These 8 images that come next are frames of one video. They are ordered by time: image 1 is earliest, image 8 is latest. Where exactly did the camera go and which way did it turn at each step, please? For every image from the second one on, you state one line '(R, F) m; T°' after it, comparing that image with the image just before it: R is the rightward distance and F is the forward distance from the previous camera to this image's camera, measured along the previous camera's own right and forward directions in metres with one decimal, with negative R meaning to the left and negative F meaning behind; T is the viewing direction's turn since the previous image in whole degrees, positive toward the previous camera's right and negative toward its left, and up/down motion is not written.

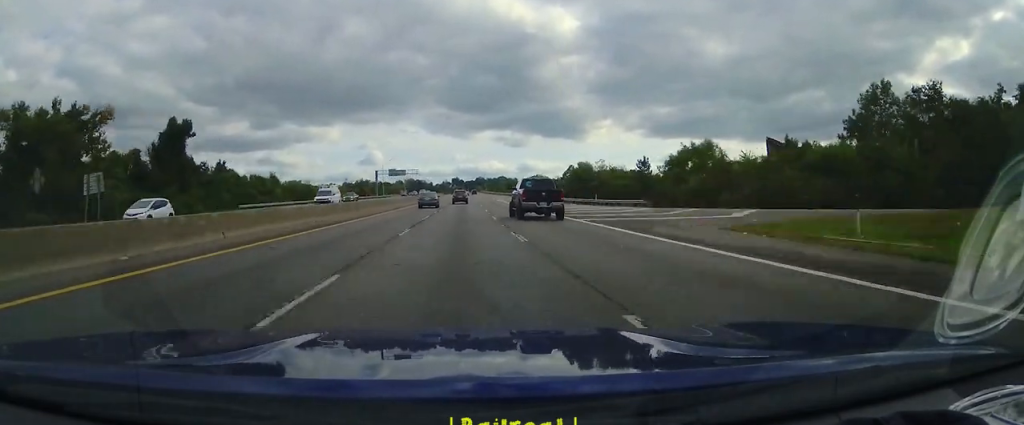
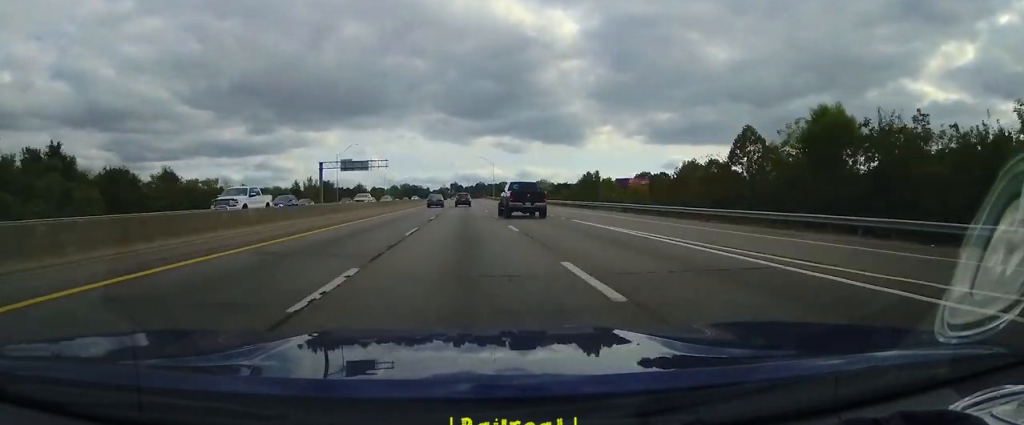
(+0.1, +66.7) m; 0°
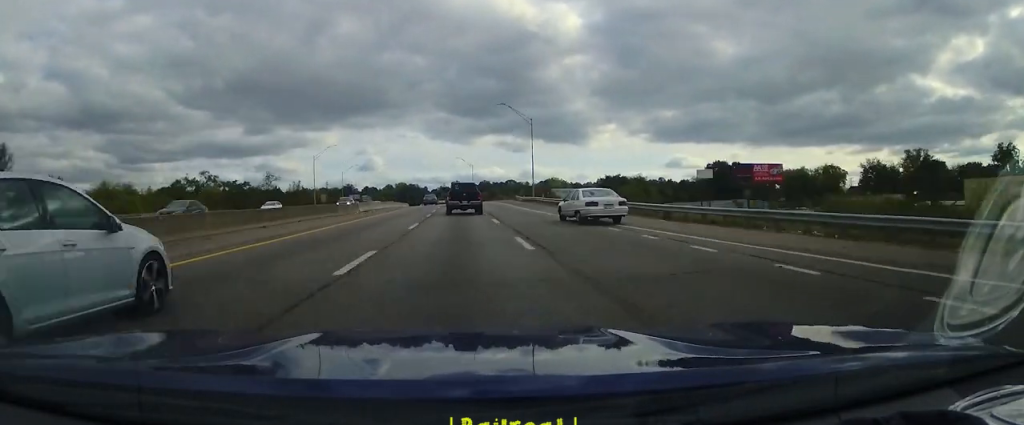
(-0.8, +94.0) m; -2°
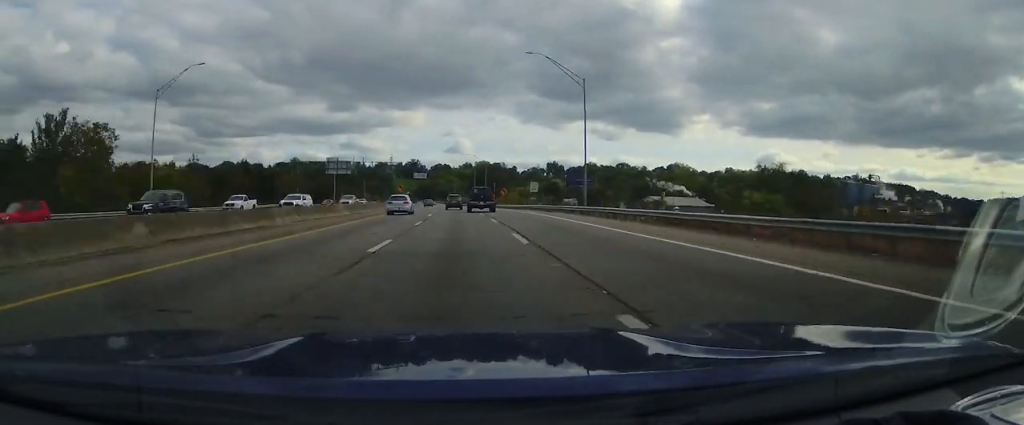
(-6.7, +163.7) m; -6°
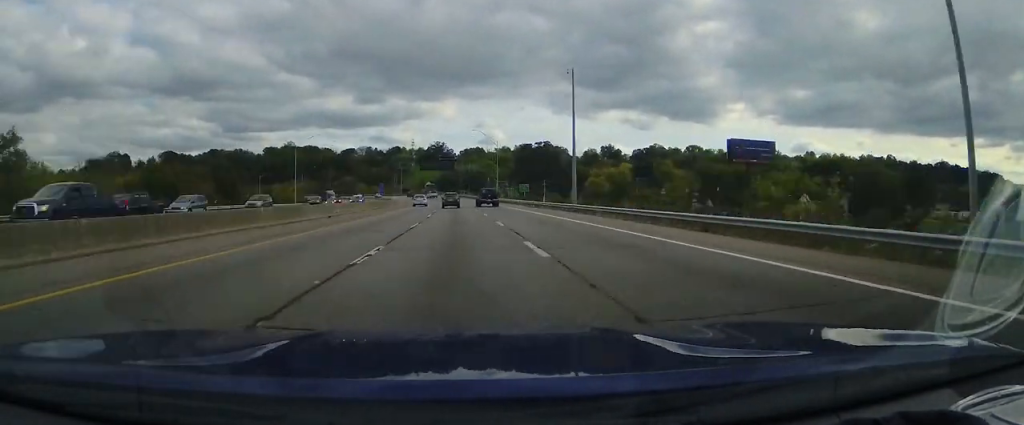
(-5.3, +116.1) m; -7°
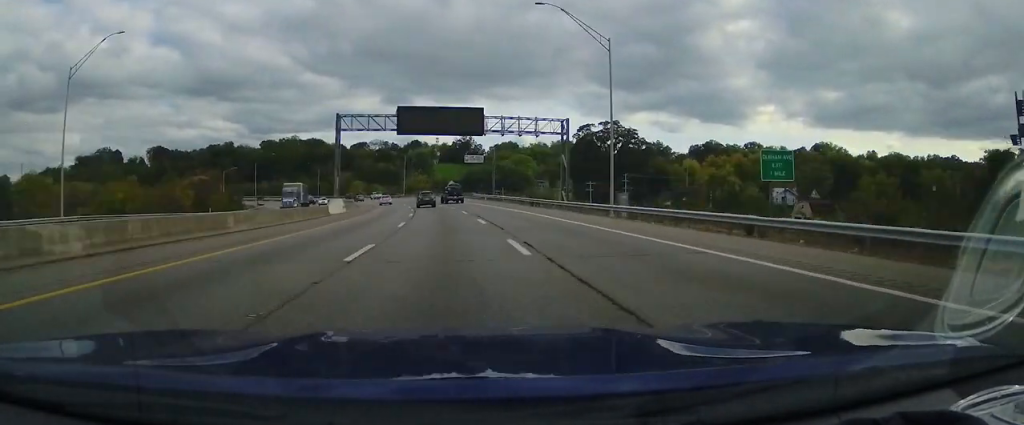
(+2.6, +86.5) m; -5°
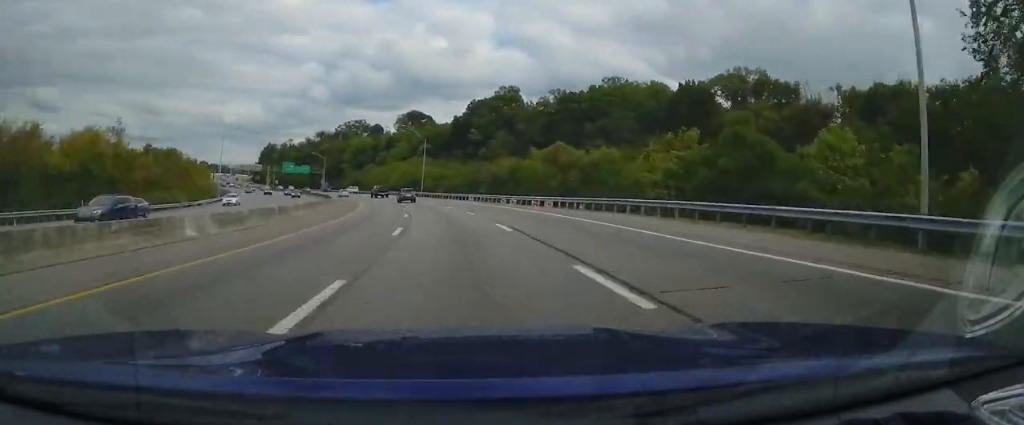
(-80.8, +264.6) m; -42°
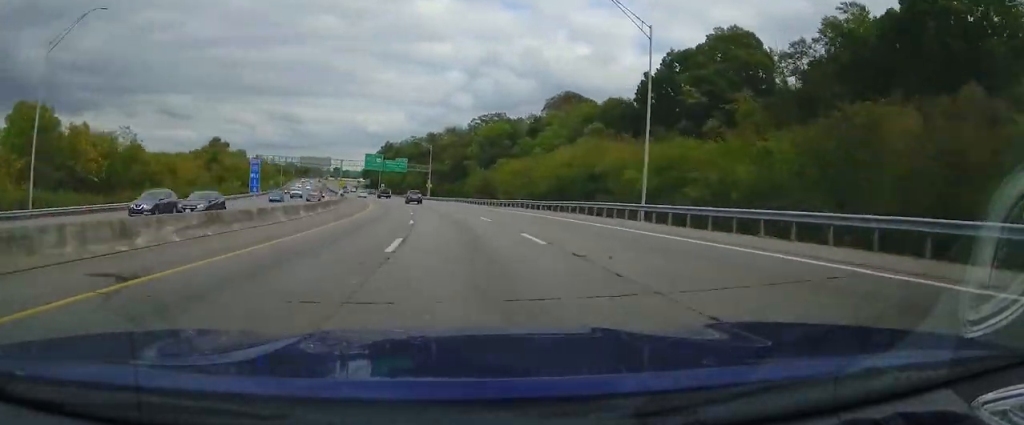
(-14.1, +80.9) m; -11°
